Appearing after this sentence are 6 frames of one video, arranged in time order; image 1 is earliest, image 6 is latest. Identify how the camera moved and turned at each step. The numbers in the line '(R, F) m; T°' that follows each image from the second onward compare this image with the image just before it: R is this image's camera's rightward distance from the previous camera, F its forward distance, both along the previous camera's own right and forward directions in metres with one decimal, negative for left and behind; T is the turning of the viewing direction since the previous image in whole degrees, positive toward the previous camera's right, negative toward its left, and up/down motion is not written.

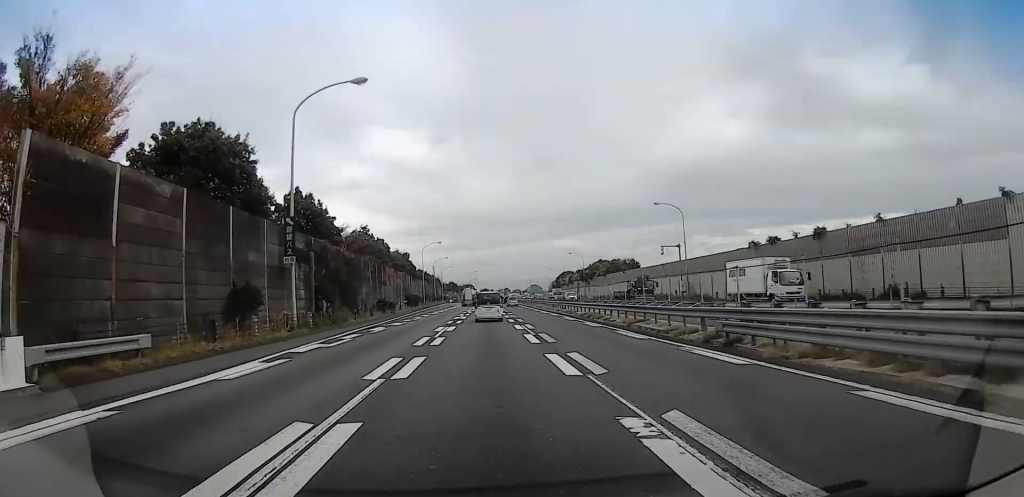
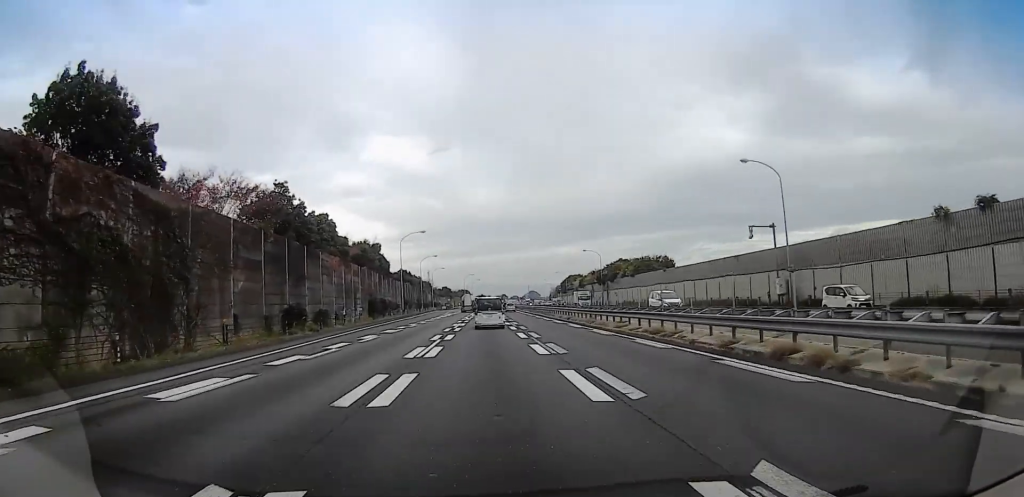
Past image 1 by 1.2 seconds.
(+0.9, +25.5) m; -1°
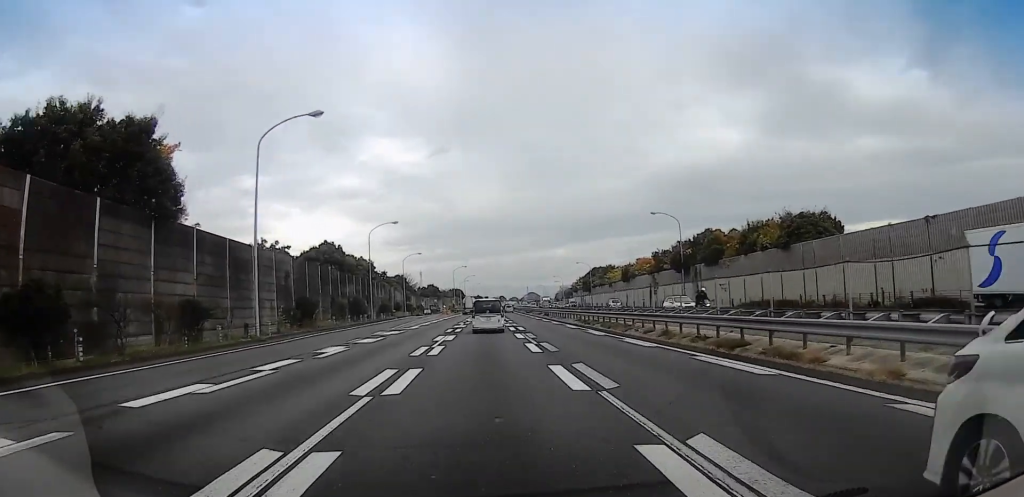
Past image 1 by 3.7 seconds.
(-1.0, +55.7) m; -1°
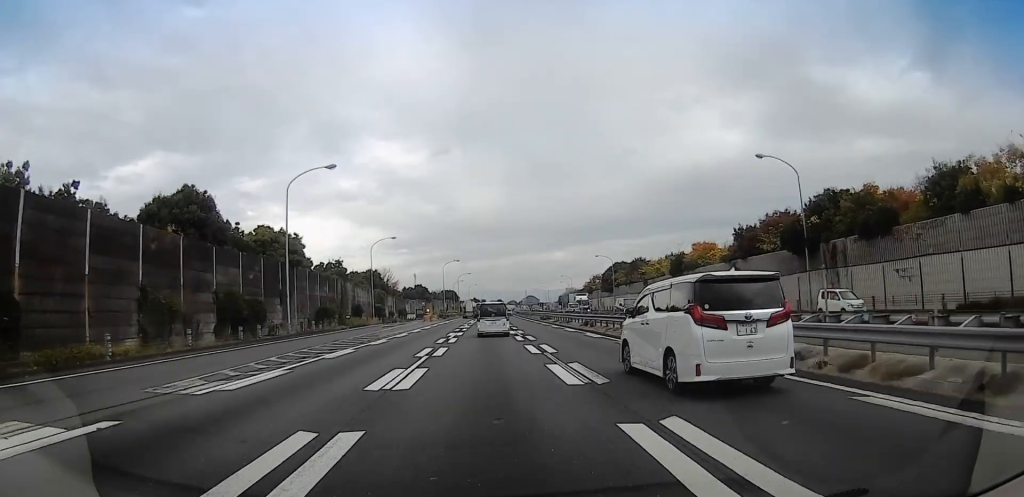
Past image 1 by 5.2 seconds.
(-0.2, +32.0) m; -1°
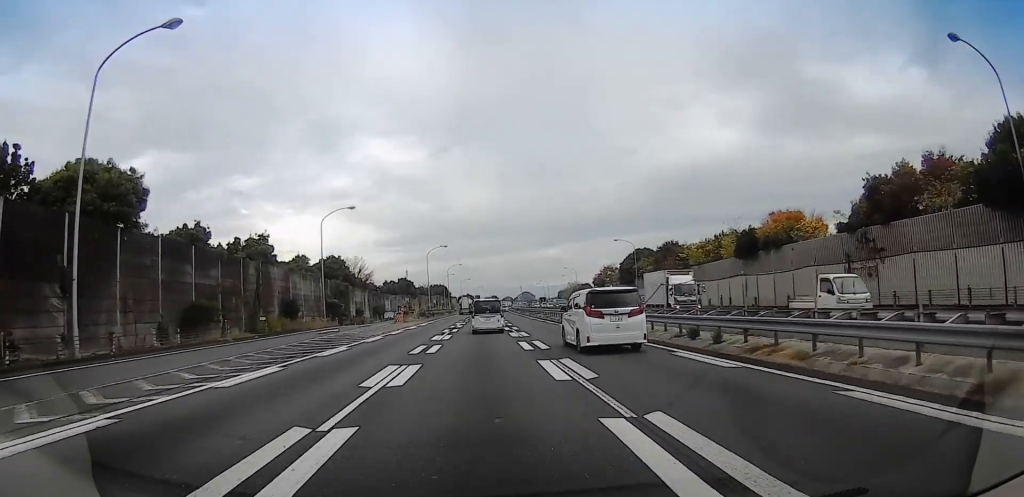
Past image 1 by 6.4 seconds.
(-0.8, +23.7) m; +2°
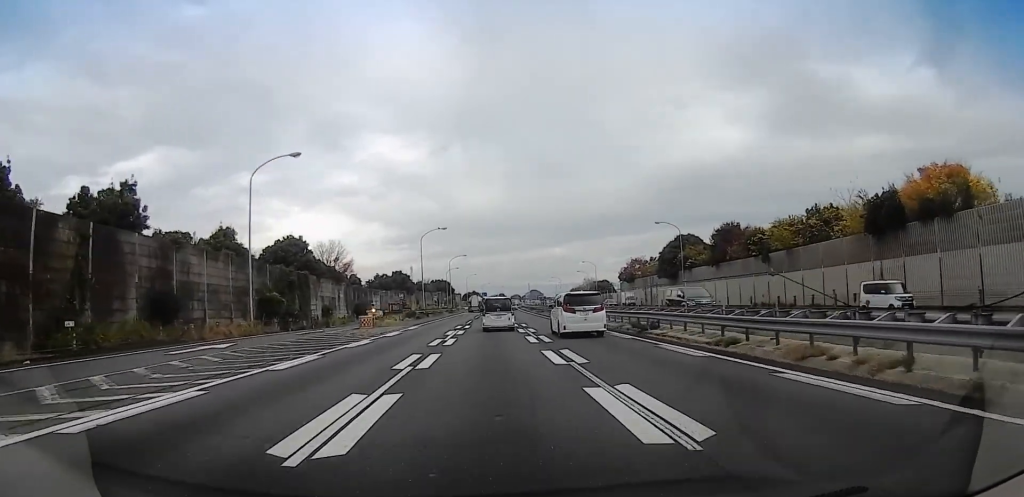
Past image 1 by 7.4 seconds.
(+1.7, +21.7) m; +4°
